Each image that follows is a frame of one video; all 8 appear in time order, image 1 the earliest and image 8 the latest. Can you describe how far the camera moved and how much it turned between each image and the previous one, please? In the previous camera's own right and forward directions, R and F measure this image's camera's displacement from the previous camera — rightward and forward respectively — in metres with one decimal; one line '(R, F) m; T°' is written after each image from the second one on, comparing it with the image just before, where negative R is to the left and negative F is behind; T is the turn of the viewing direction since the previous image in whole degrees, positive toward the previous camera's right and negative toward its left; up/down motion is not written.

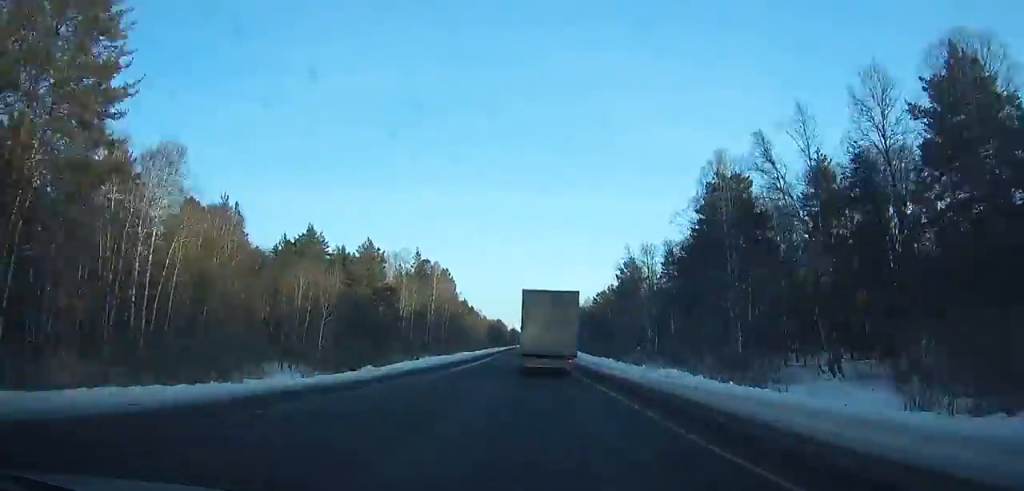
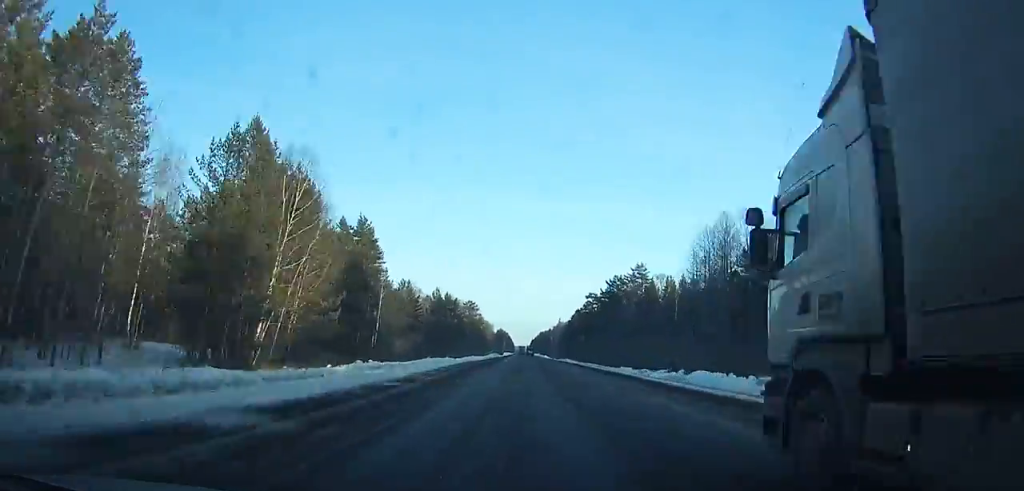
(+1.9, +175.9) m; +2°
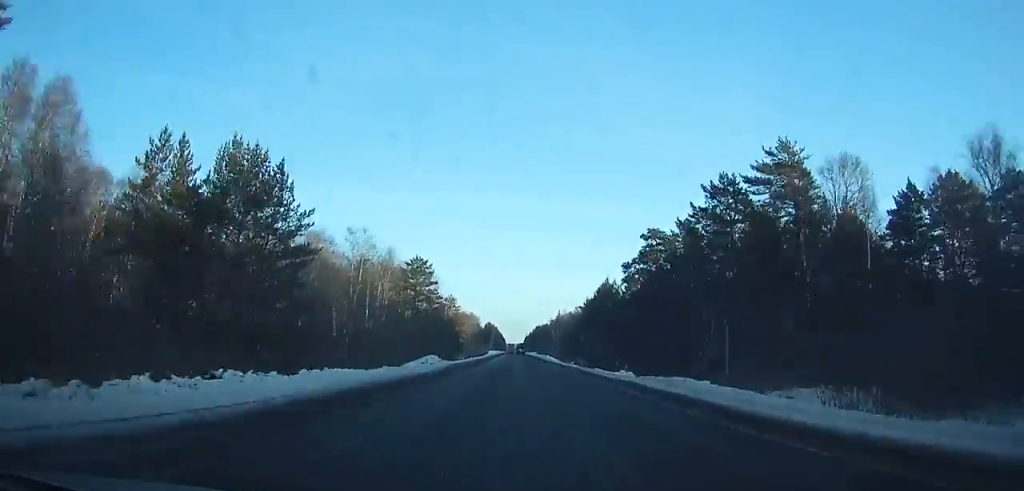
(+0.6, +83.9) m; 0°
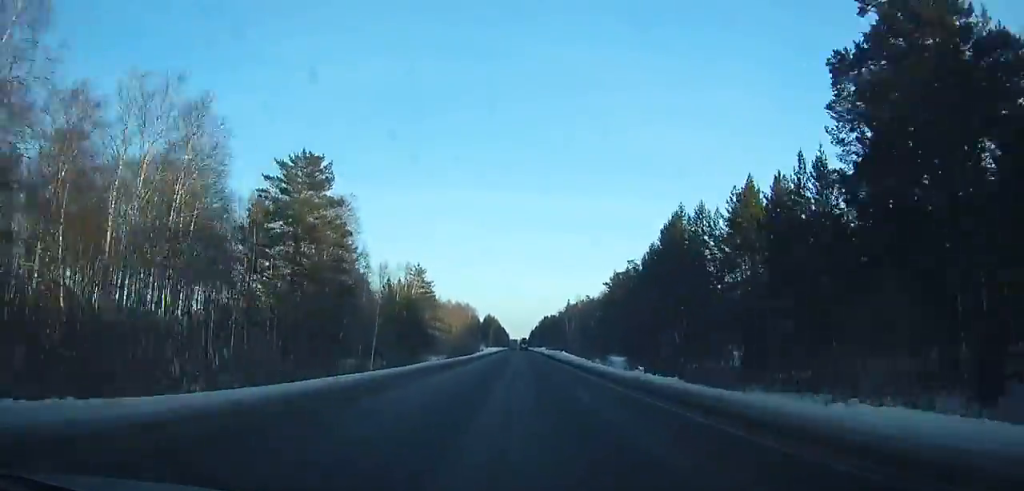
(-0.1, +57.3) m; 0°
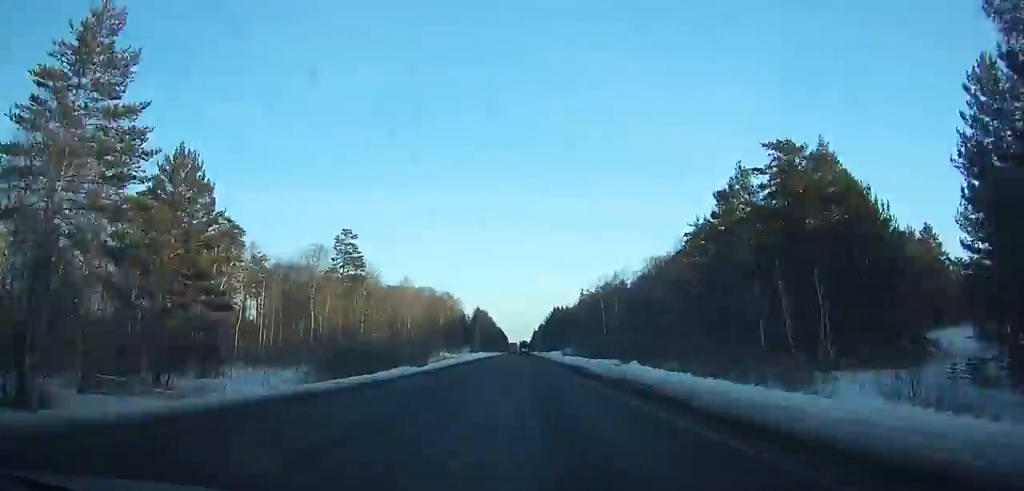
(-0.1, +86.8) m; 0°
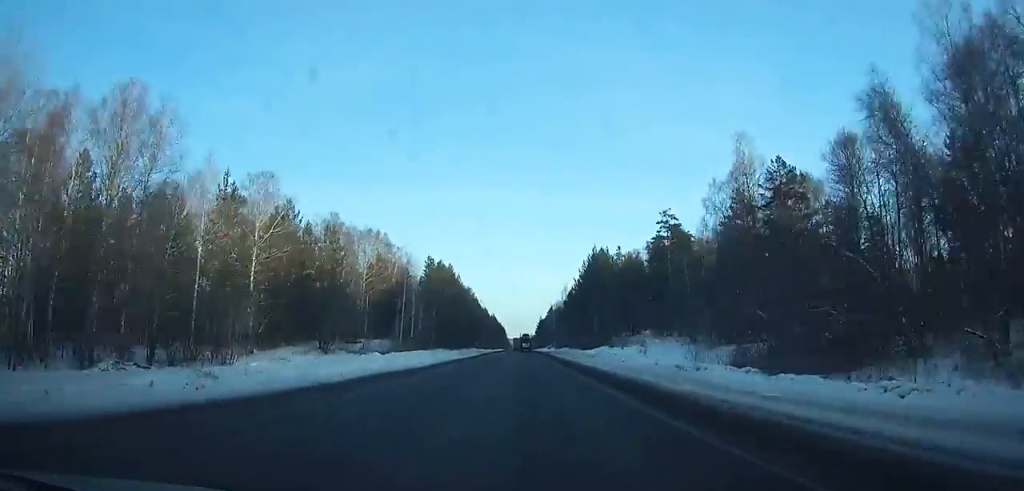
(0.0, +116.5) m; 0°
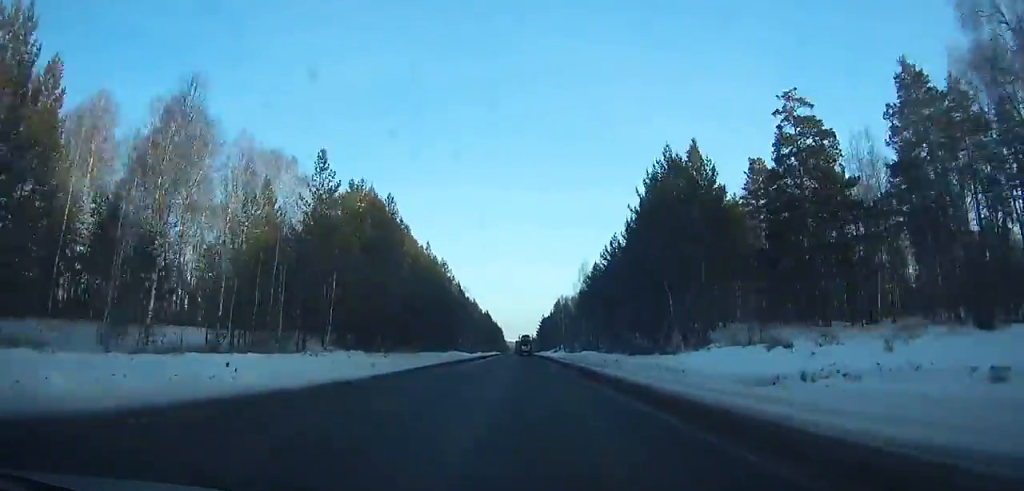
(0.0, +47.3) m; 0°
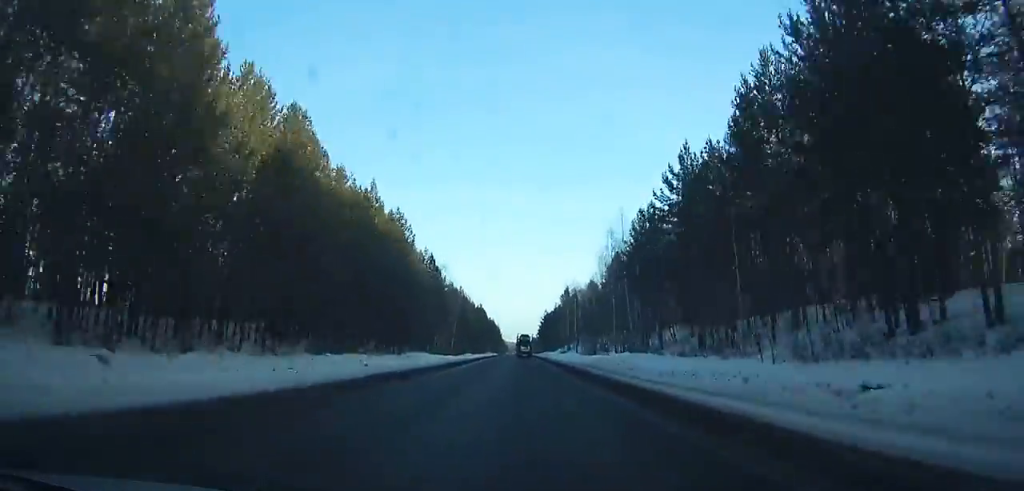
(+0.1, +38.5) m; 0°
